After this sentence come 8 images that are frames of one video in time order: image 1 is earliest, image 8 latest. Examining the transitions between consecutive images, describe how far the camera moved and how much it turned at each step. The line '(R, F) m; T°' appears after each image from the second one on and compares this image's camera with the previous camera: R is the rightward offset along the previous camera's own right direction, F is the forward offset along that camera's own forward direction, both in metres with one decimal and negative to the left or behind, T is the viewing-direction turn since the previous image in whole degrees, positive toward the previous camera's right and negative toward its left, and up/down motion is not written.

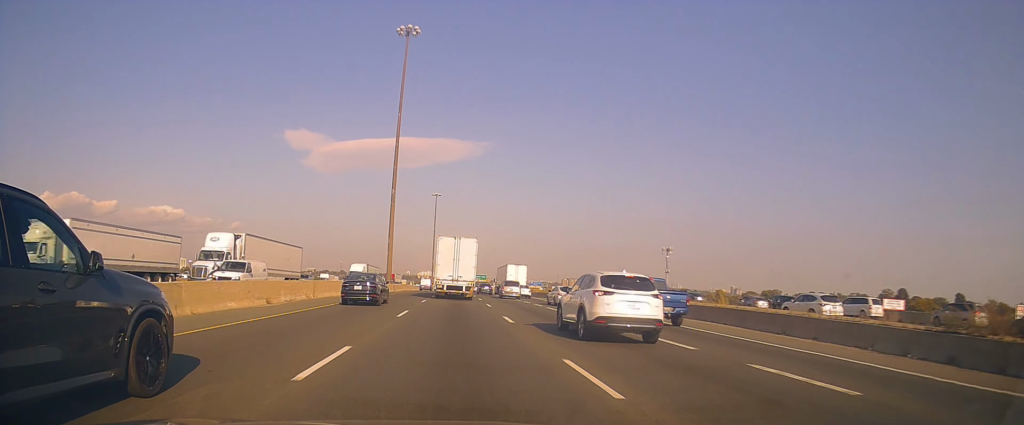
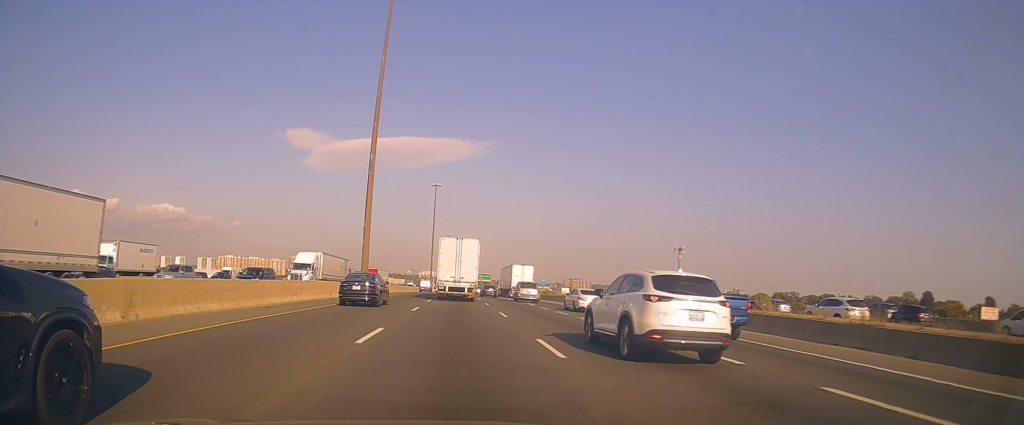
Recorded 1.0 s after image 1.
(-0.3, +20.8) m; -1°
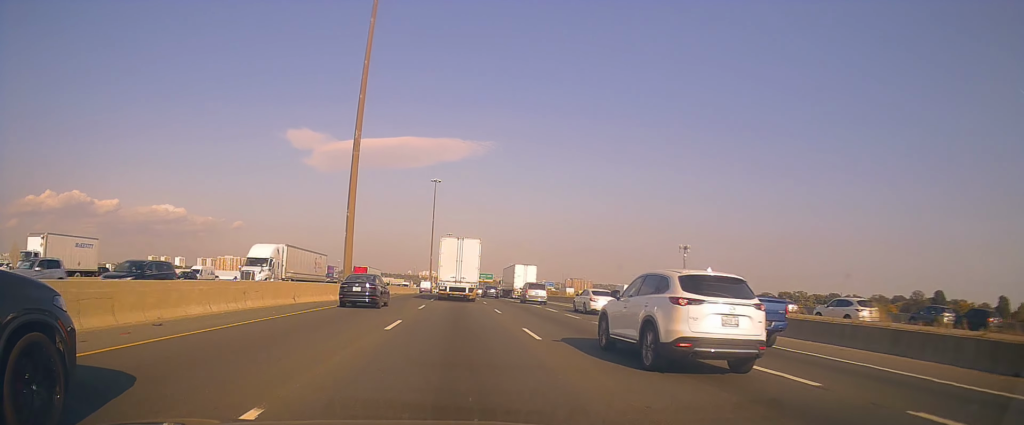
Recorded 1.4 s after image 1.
(-0.1, +8.7) m; 0°
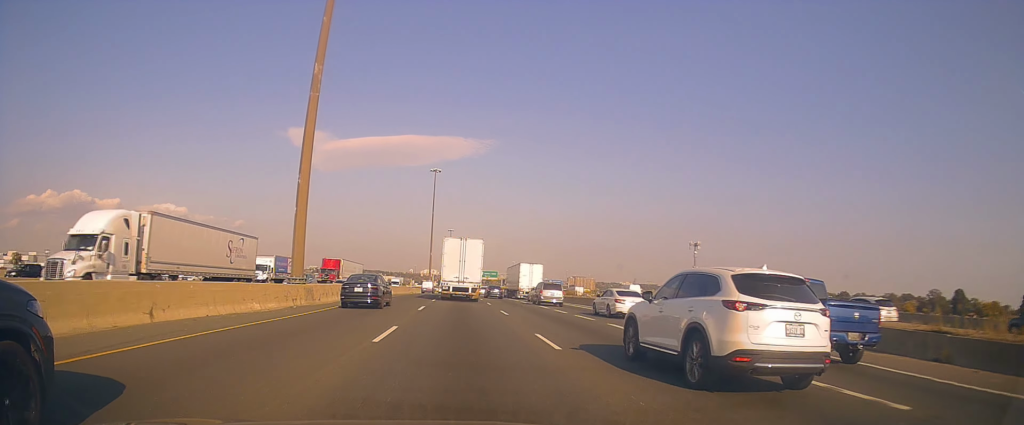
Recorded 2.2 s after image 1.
(-0.2, +14.6) m; +1°
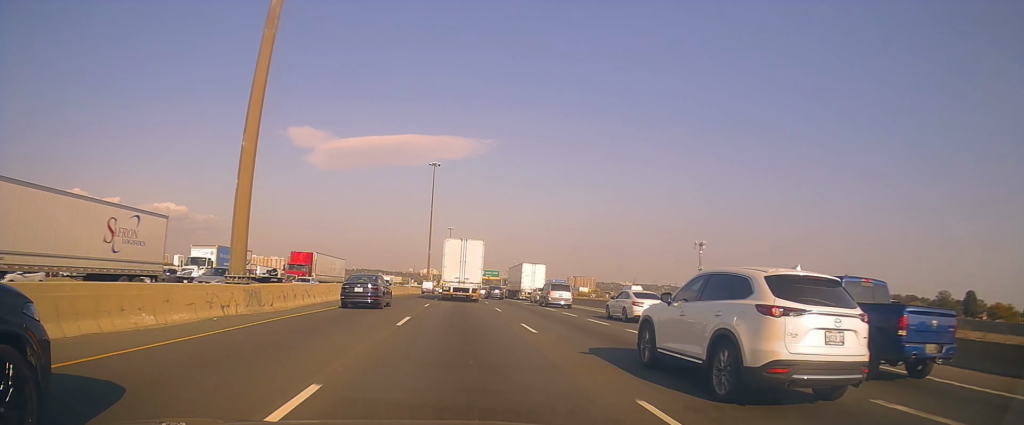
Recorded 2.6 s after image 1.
(+0.3, +8.3) m; 0°
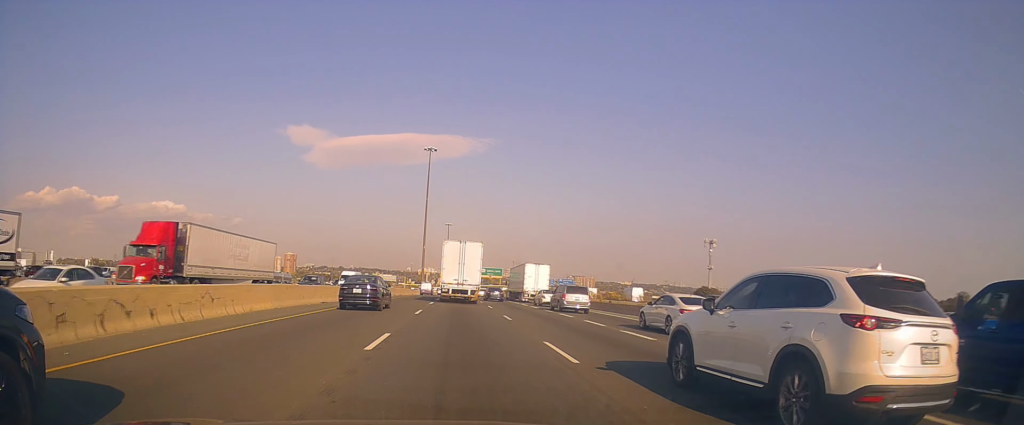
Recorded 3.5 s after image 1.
(+0.2, +17.3) m; -1°
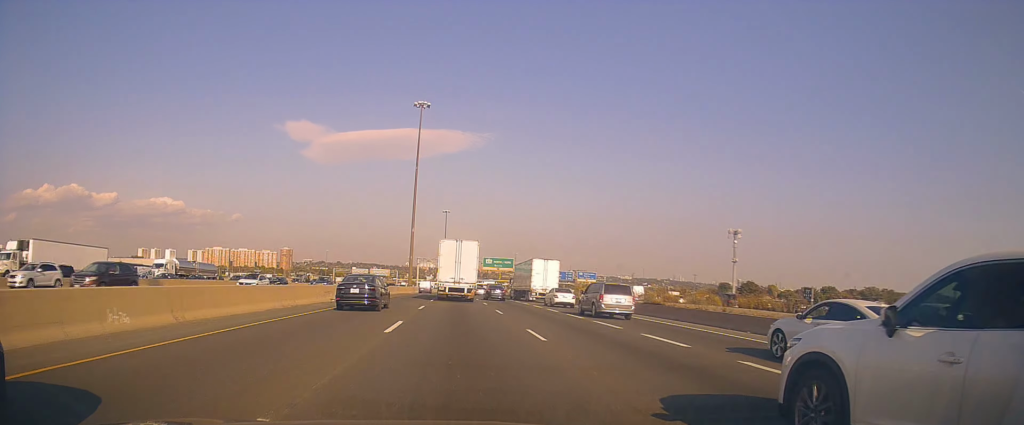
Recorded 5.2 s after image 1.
(-0.5, +32.5) m; 0°
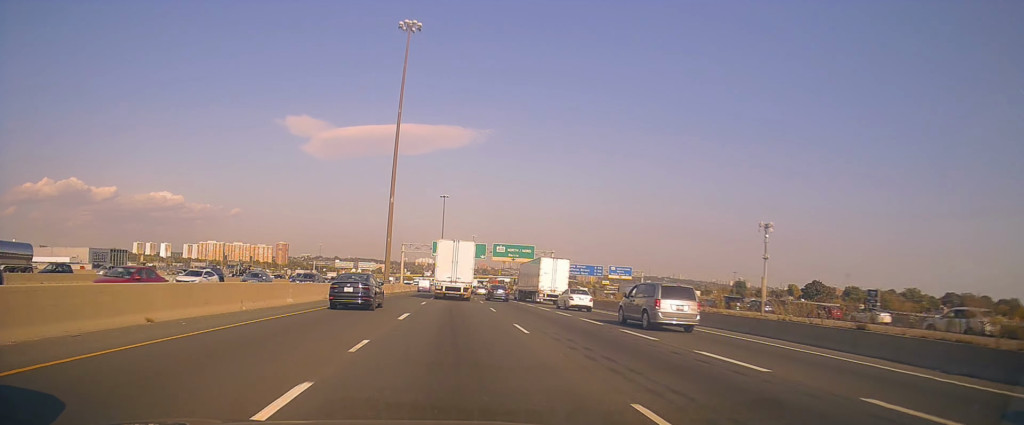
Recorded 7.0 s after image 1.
(-0.8, +34.3) m; -2°
